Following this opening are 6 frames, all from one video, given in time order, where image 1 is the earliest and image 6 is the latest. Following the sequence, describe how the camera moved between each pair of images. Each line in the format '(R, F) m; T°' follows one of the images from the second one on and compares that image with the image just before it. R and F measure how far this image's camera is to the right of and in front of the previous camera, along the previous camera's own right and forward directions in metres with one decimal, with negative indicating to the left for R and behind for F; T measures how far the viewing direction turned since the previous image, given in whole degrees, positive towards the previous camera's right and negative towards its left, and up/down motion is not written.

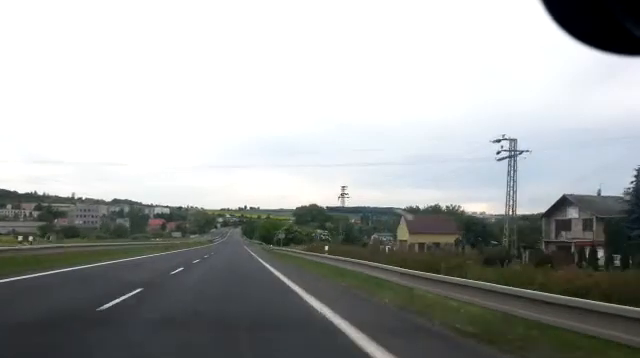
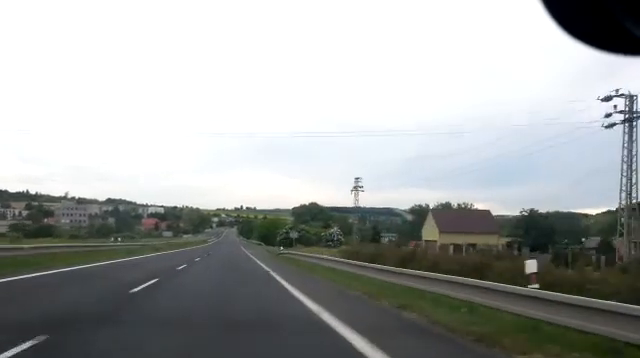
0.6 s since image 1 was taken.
(0.0, +15.0) m; 0°
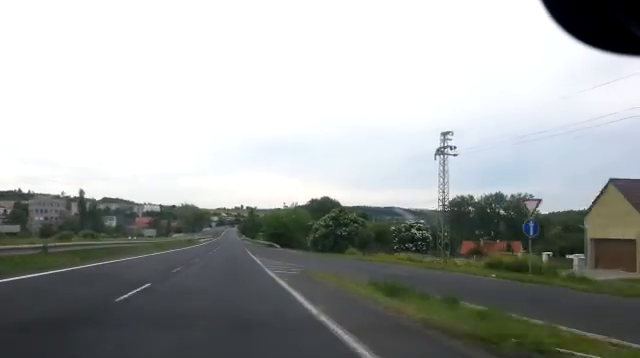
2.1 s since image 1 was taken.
(0.0, +37.6) m; 0°
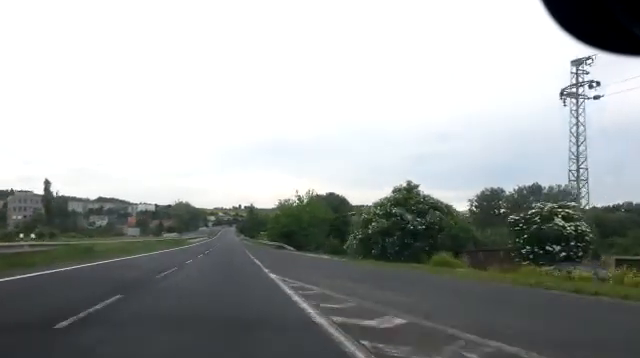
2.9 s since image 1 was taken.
(0.0, +20.9) m; -1°
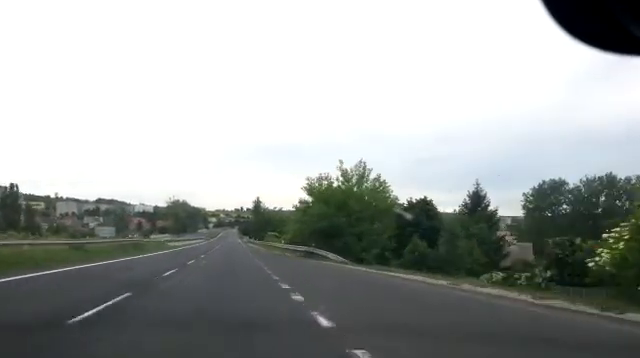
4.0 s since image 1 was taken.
(-0.6, +26.7) m; 0°
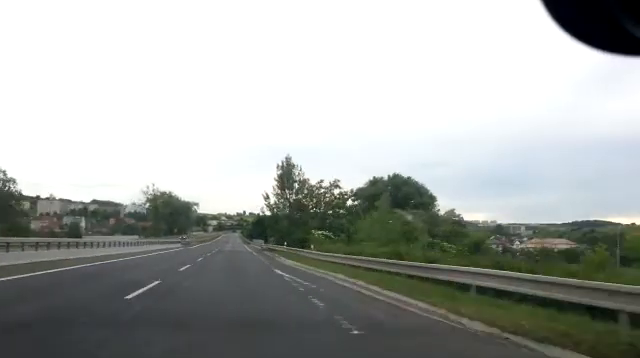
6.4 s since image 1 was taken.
(+1.3, +60.5) m; +1°
